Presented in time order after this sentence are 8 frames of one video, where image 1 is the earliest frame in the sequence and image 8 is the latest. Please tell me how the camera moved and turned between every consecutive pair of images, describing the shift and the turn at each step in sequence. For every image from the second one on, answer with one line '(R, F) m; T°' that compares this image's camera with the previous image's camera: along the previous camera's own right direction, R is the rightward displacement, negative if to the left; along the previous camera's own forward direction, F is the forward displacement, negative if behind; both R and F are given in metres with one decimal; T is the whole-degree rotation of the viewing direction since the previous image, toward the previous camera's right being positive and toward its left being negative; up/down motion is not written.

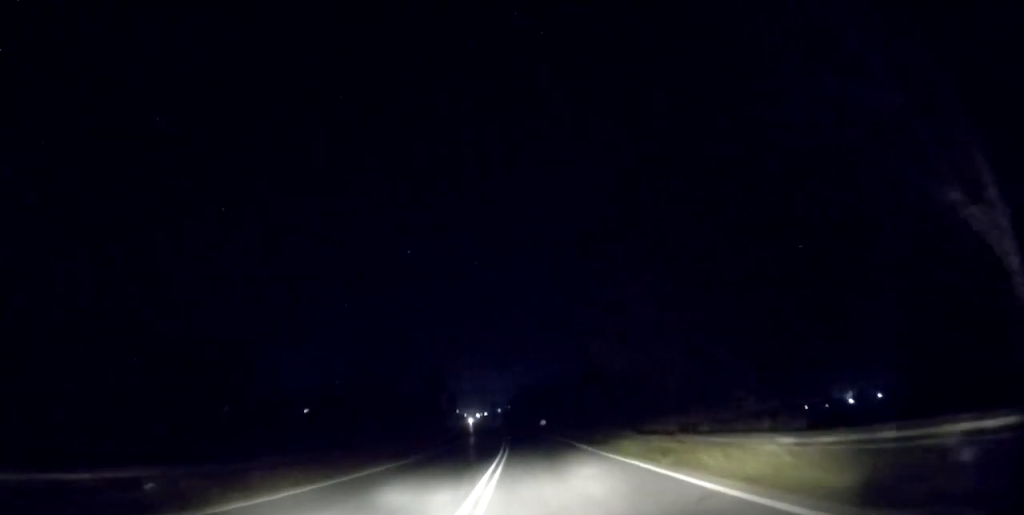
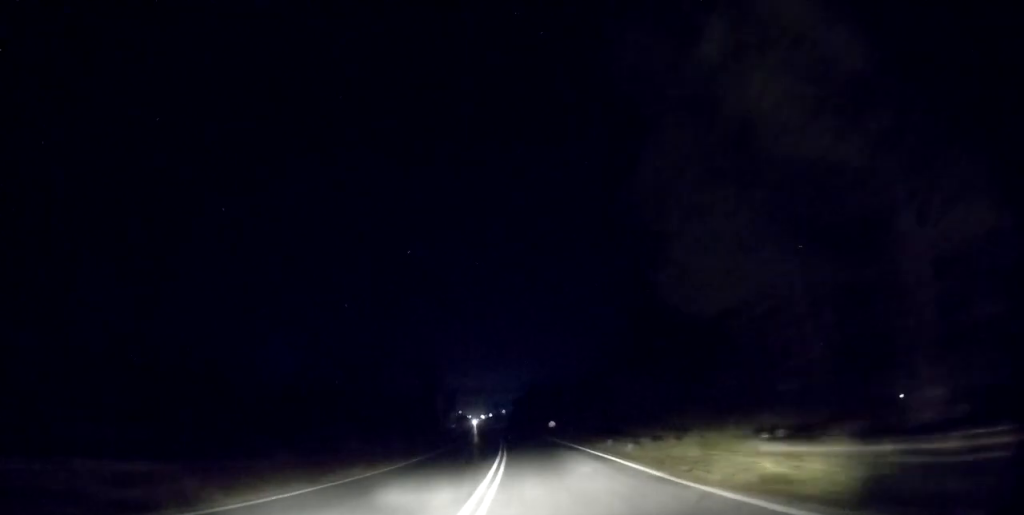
(+0.1, +10.8) m; 0°
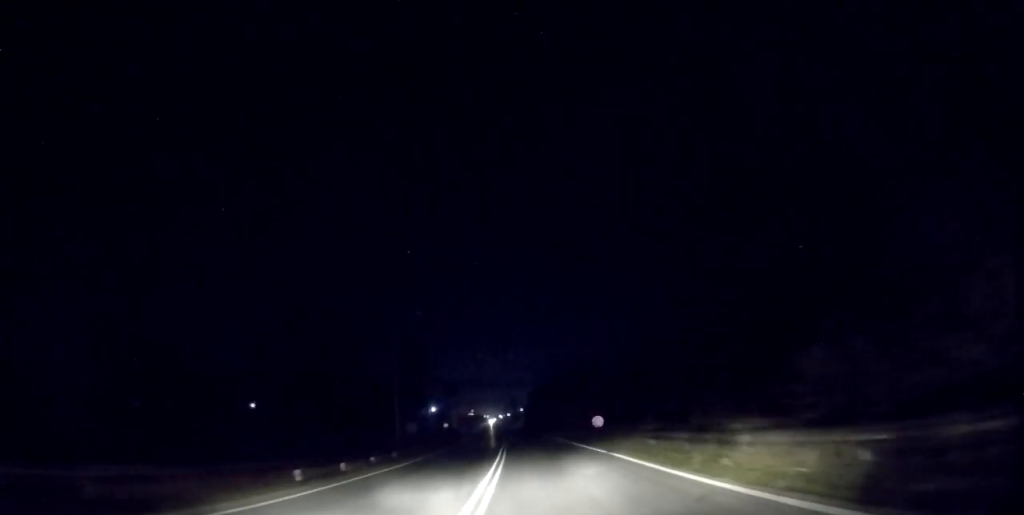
(-0.1, +25.7) m; -1°
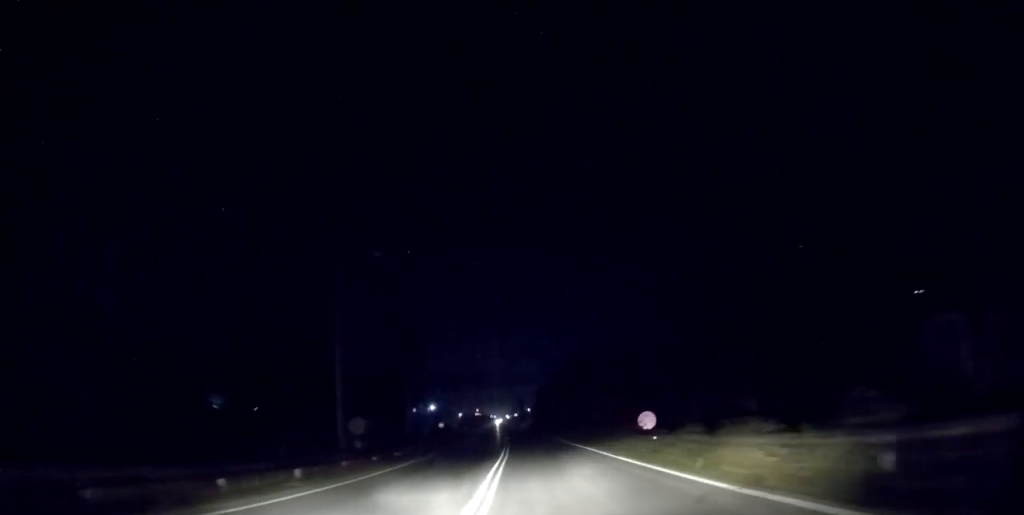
(-0.1, +11.7) m; -1°
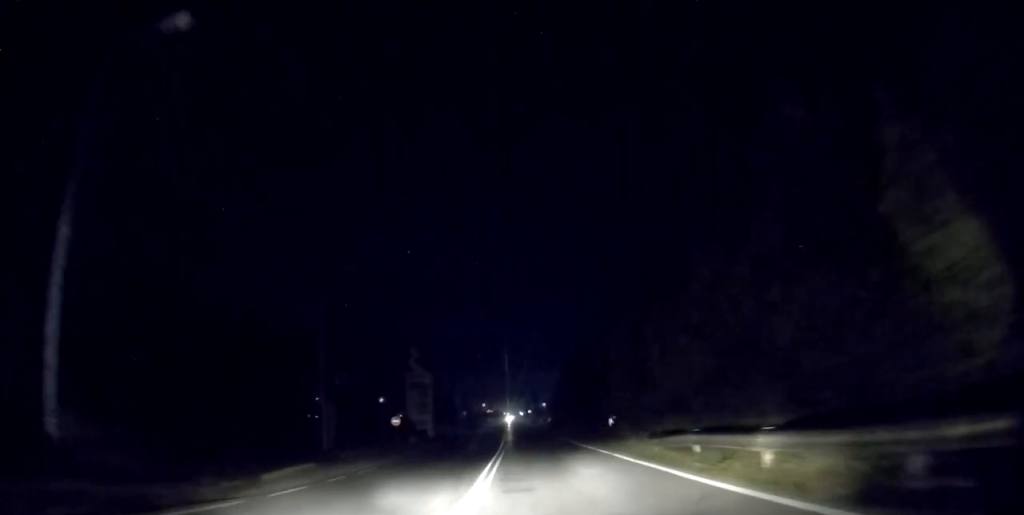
(-0.8, +32.2) m; -2°
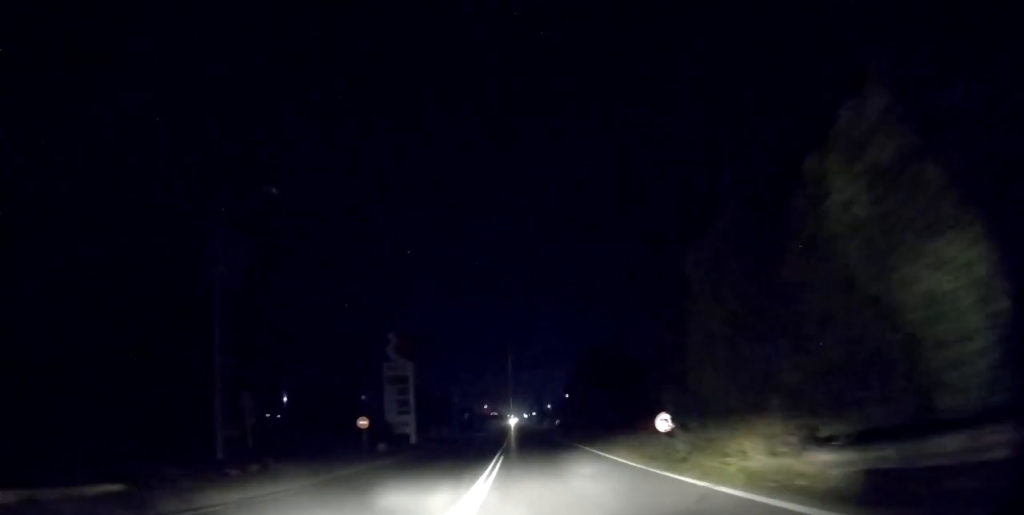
(+0.1, +9.6) m; 0°
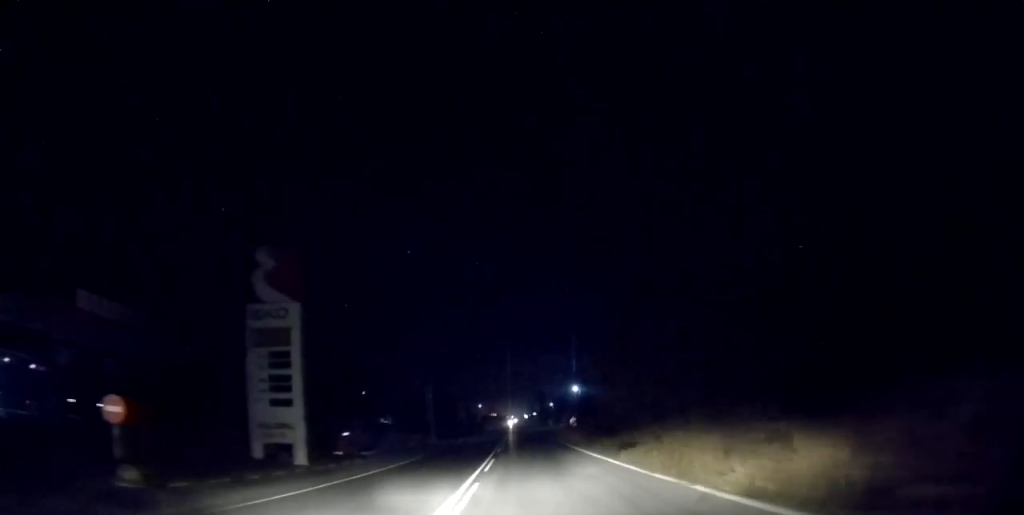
(+0.1, +21.4) m; -1°
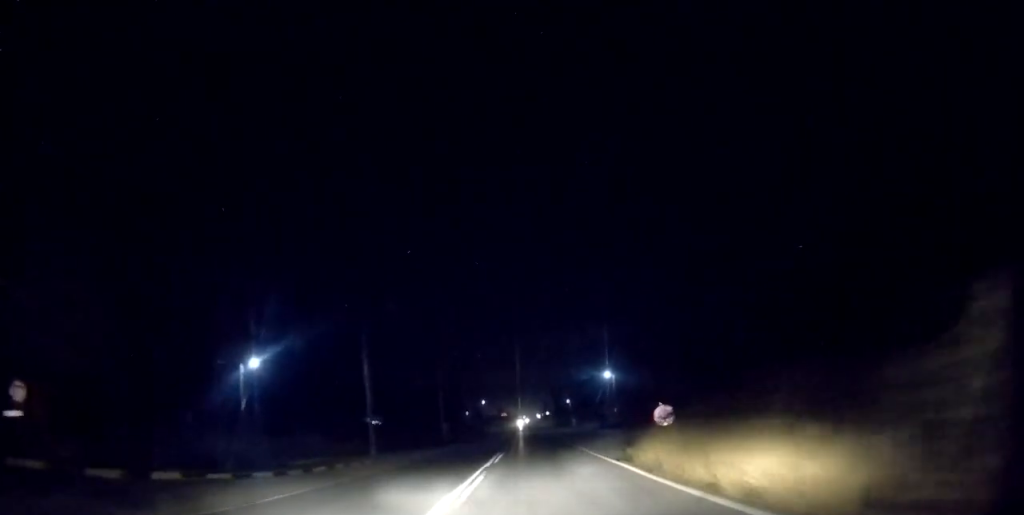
(-0.7, +27.4) m; -1°
